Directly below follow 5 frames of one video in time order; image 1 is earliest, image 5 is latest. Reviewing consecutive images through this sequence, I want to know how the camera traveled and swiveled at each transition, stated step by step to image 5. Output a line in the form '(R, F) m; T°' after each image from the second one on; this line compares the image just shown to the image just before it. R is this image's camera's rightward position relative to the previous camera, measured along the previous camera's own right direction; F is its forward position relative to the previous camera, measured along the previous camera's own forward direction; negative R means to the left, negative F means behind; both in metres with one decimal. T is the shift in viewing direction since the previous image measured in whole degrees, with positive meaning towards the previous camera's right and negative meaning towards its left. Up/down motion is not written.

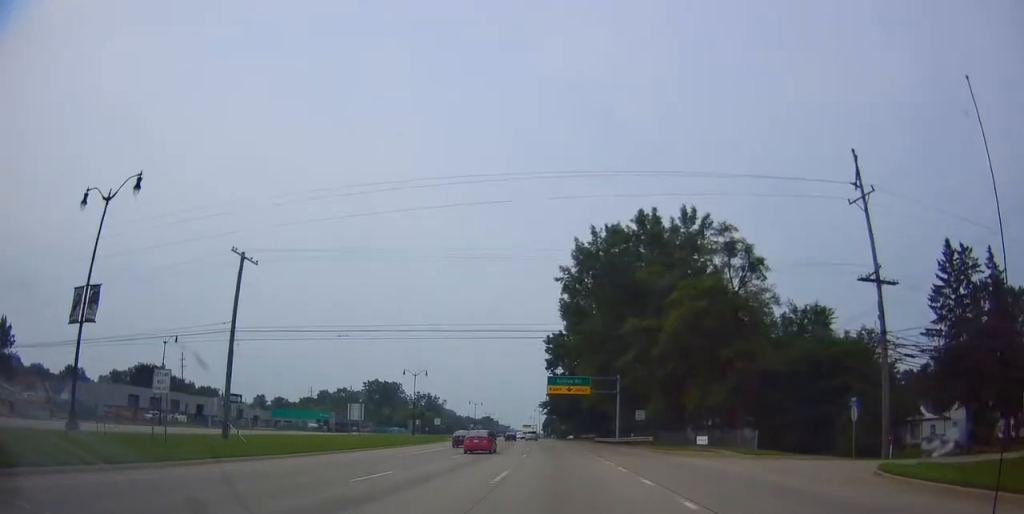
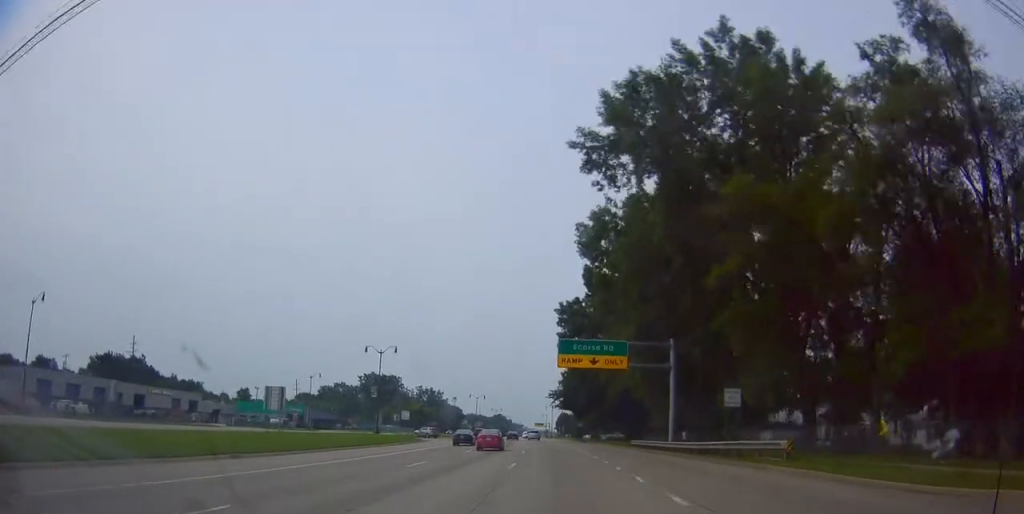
(0.0, +25.7) m; 0°
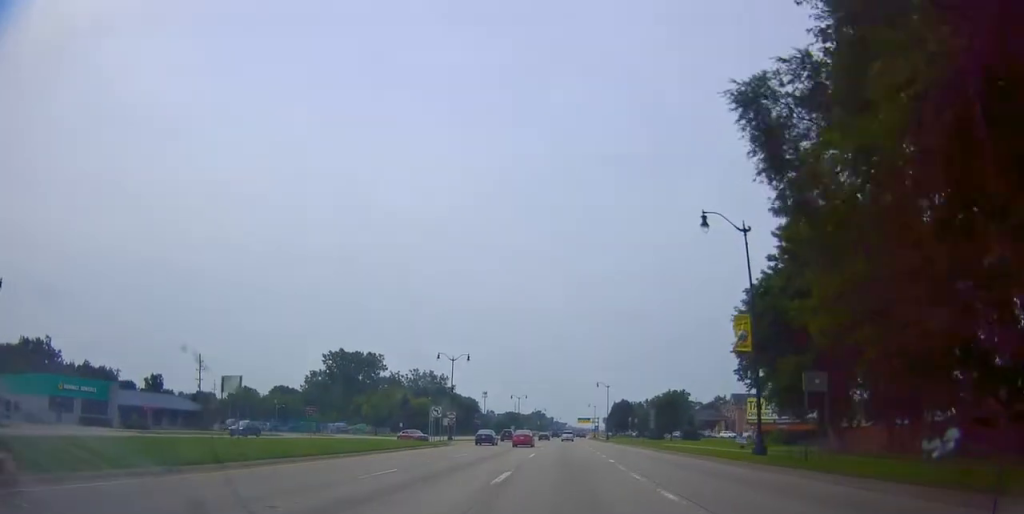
(-3.8, +81.1) m; -3°
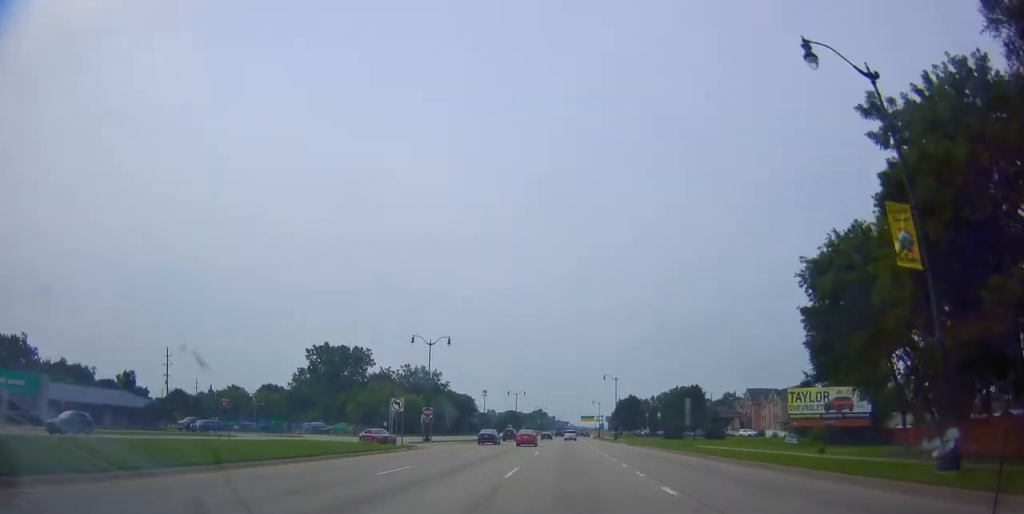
(+0.1, +13.3) m; -1°
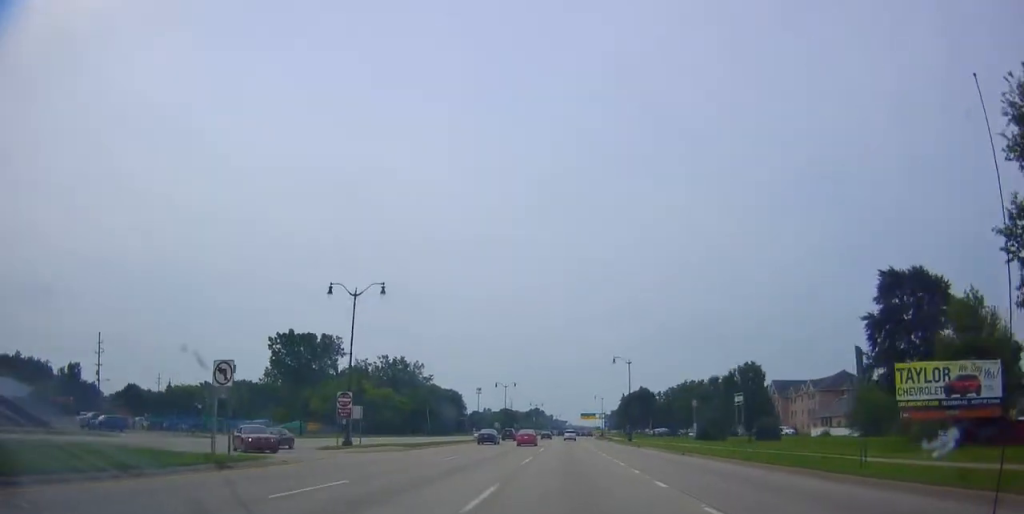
(-0.3, +21.7) m; -2°
